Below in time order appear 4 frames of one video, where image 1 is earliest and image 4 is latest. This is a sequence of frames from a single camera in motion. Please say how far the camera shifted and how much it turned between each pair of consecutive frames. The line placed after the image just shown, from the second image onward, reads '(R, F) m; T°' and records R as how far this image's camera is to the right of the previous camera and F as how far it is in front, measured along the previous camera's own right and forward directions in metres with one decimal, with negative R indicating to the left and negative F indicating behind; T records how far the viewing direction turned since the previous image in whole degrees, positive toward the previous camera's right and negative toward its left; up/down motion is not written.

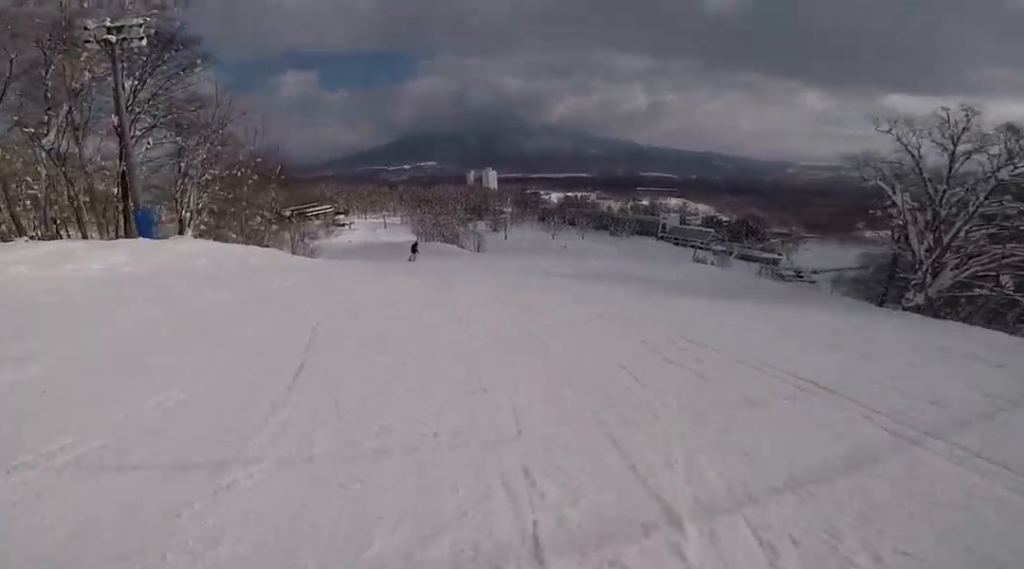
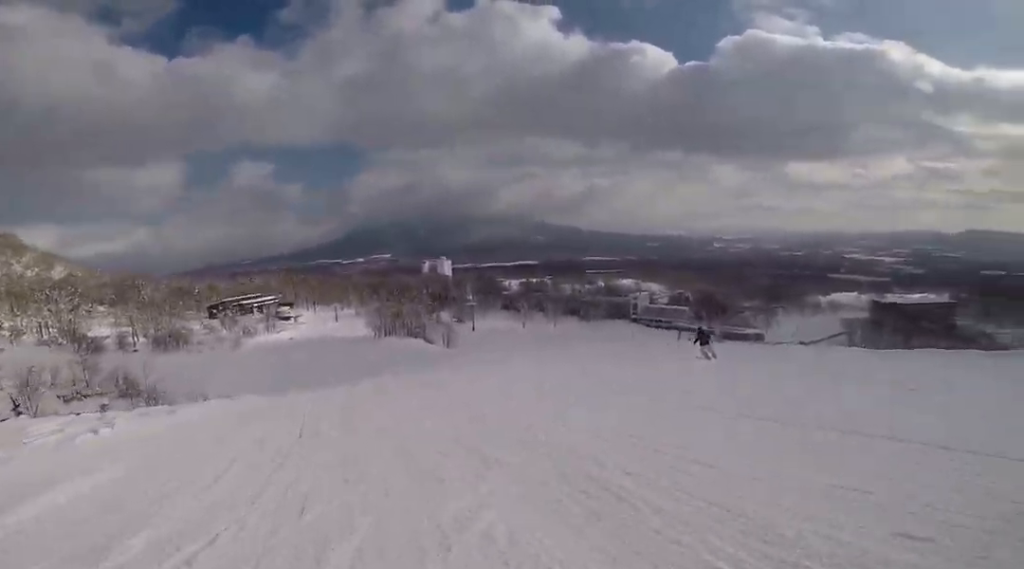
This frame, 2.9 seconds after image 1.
(-1.2, +32.5) m; -2°
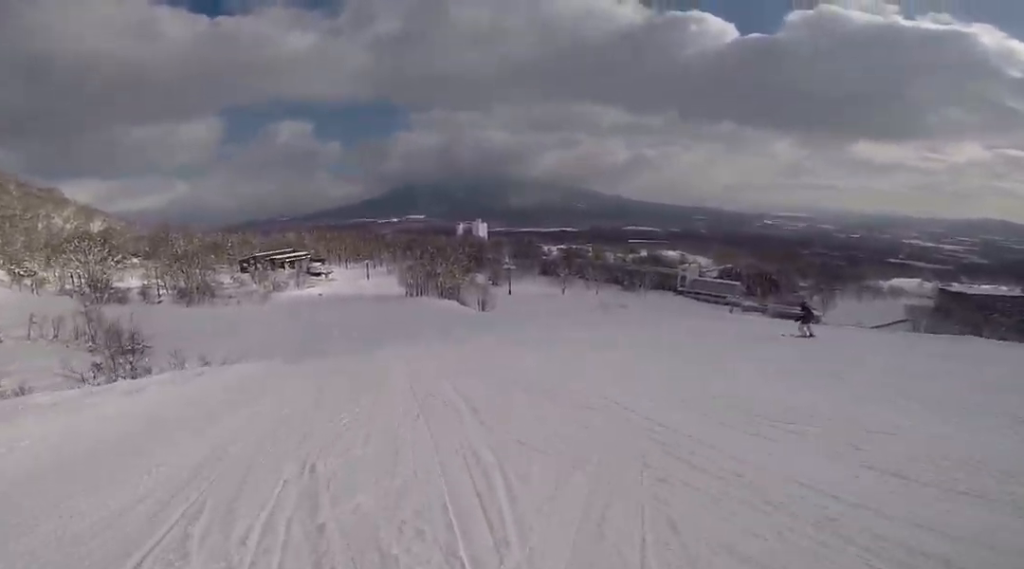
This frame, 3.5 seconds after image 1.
(0.0, +7.7) m; 0°
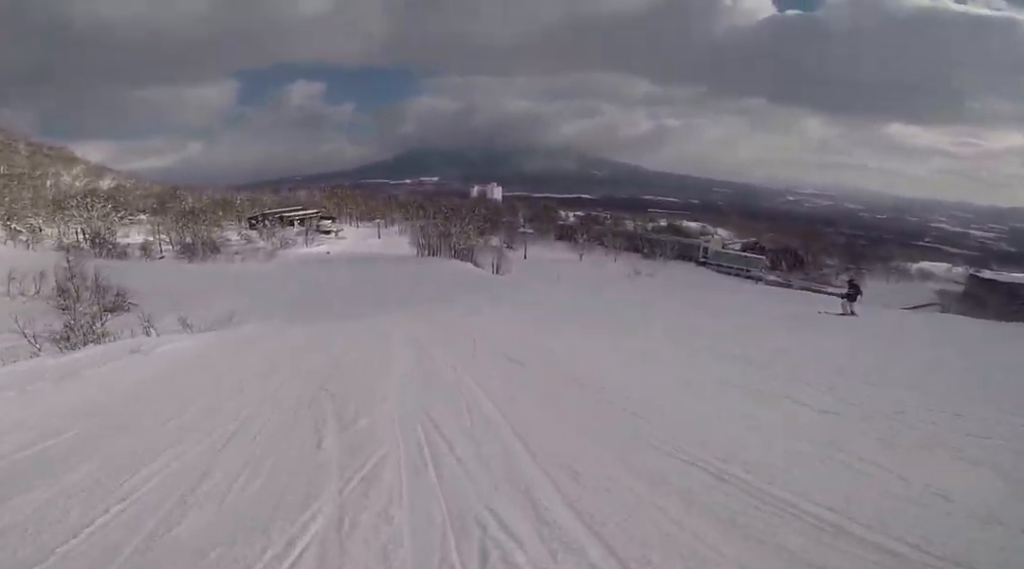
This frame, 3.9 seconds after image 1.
(0.0, +5.2) m; 0°
